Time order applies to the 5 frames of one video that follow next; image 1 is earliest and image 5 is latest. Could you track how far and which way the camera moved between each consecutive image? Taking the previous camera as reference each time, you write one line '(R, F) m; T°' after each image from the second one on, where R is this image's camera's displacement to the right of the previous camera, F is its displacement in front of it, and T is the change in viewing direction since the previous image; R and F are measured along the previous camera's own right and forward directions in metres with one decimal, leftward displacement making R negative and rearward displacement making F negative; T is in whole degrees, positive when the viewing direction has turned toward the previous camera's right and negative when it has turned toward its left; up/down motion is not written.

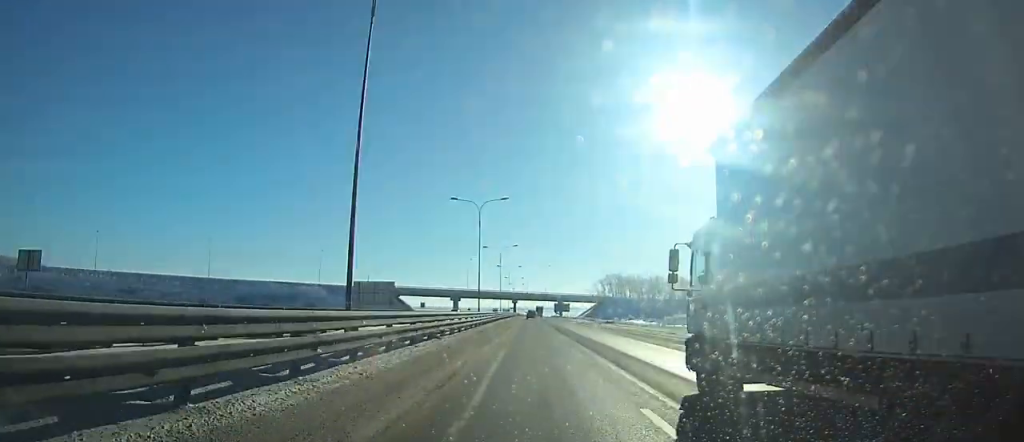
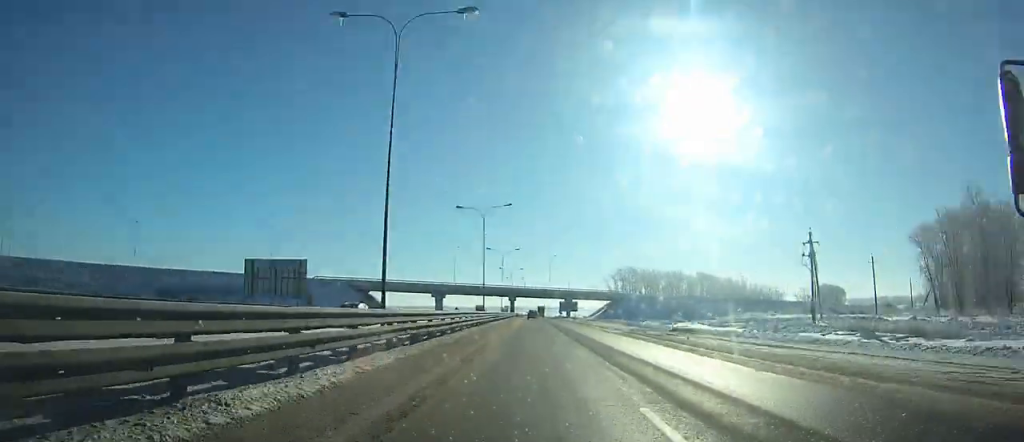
(0.0, +35.8) m; 0°
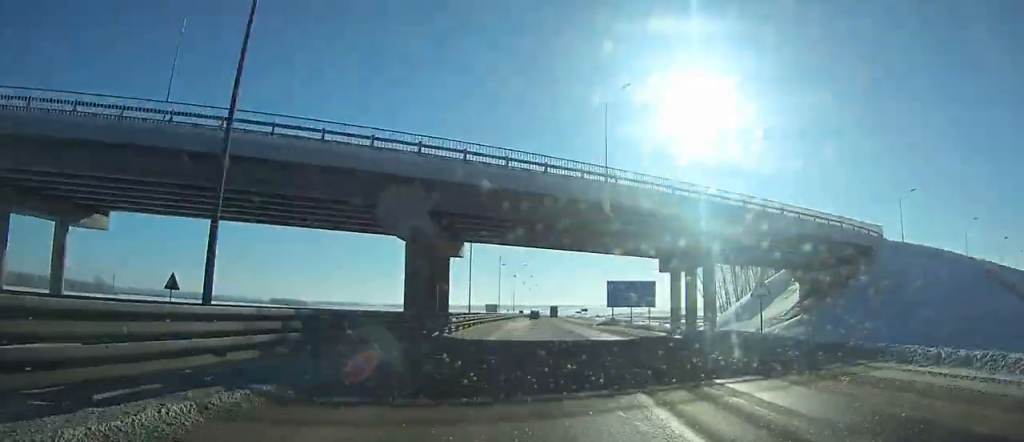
(0.0, +130.5) m; 0°
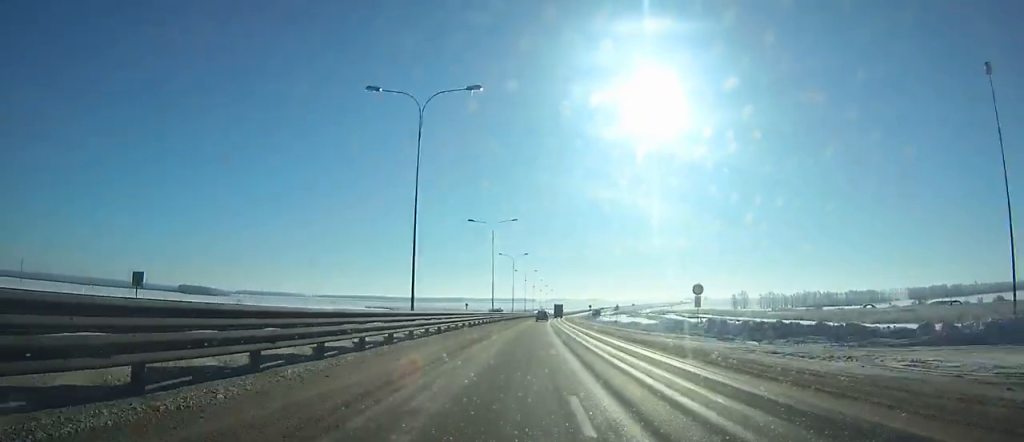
(+11.1, +298.5) m; +5°
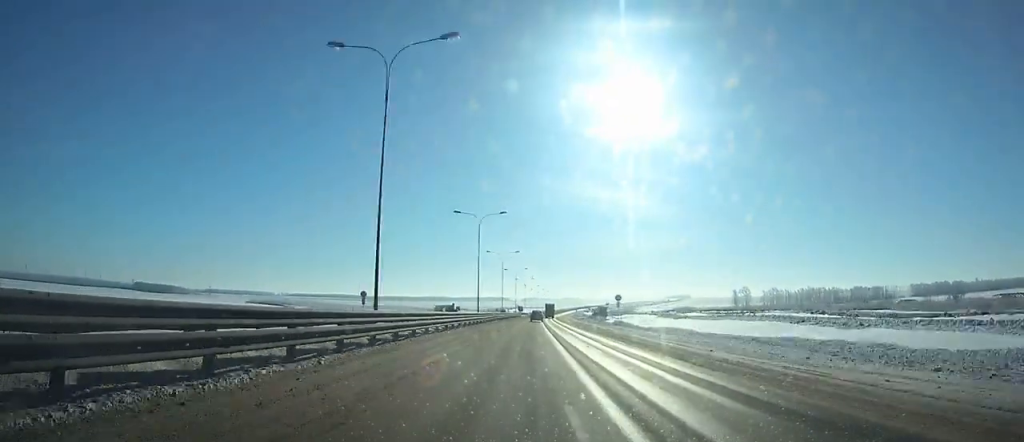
(+1.5, +85.4) m; +2°
